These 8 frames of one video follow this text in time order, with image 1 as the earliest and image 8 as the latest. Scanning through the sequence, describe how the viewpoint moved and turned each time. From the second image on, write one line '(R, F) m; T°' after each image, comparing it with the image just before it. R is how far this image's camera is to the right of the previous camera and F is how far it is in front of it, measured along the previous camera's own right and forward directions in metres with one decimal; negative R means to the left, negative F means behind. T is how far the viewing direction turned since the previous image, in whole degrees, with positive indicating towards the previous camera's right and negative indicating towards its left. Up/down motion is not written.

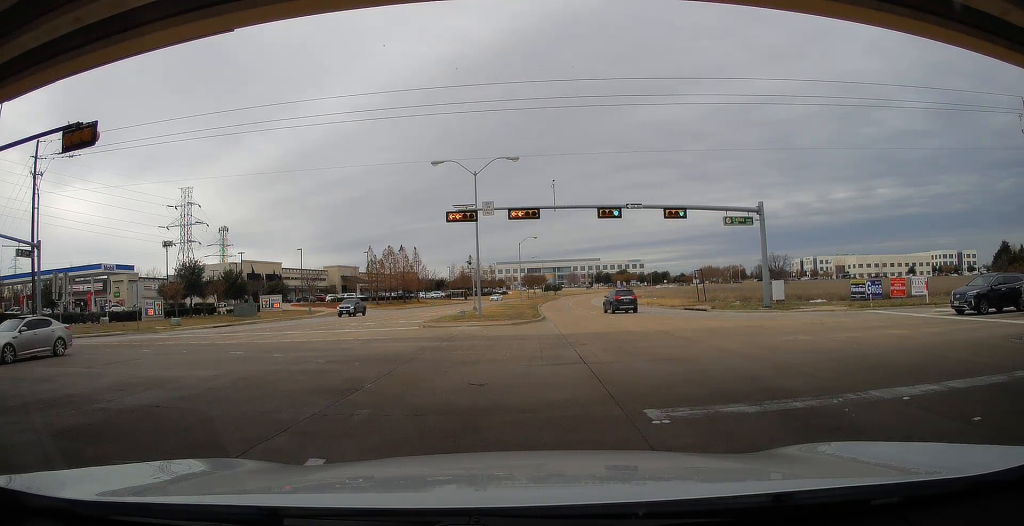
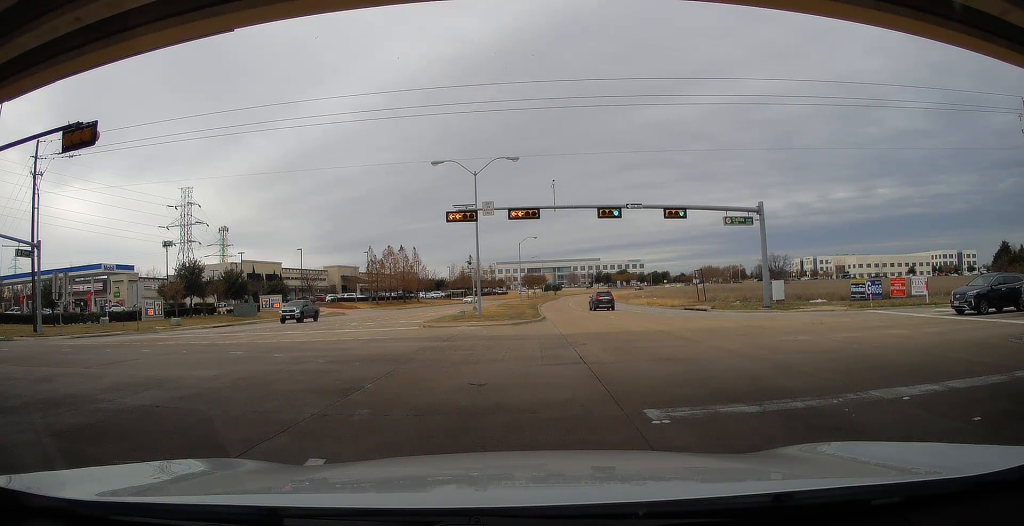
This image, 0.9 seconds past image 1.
(0.0, 0.0) m; 0°
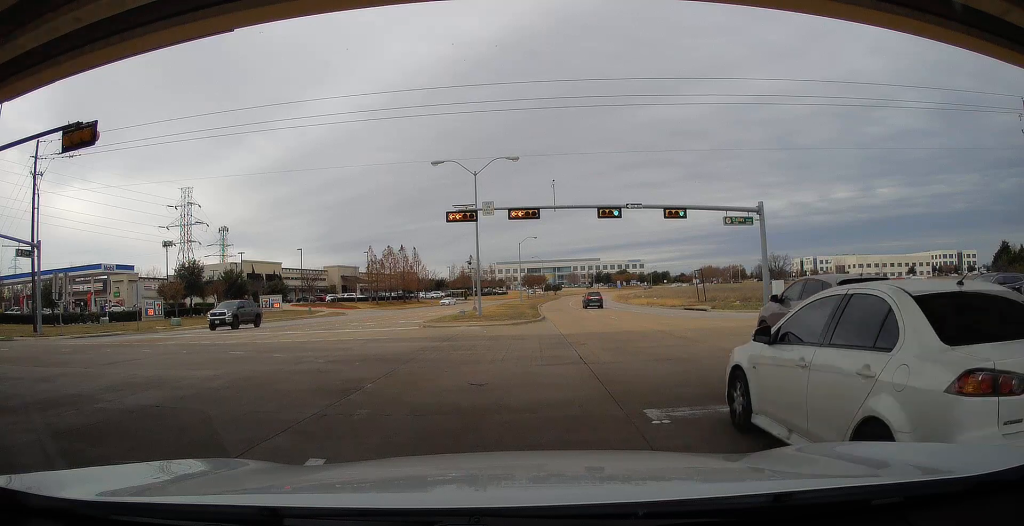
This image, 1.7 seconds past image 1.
(0.0, 0.0) m; 0°
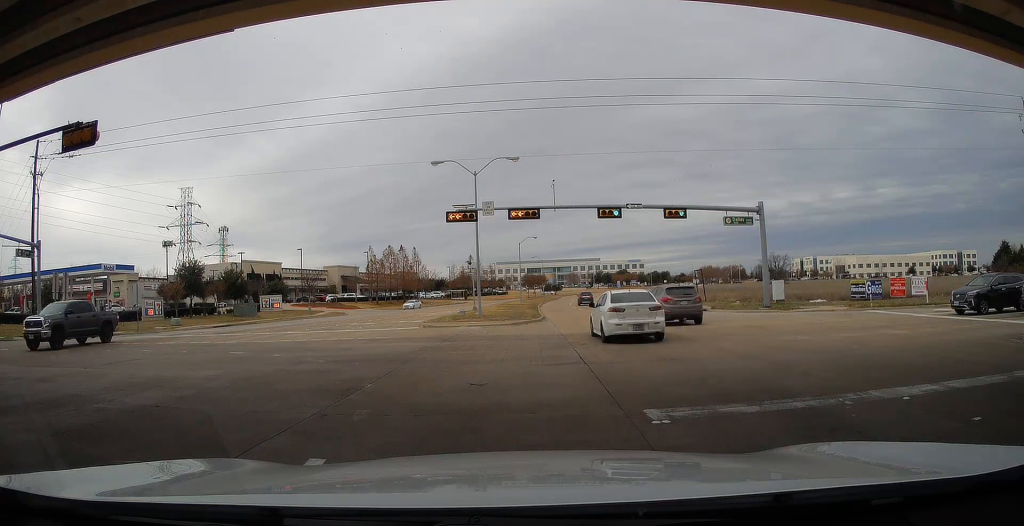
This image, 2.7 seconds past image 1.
(0.0, 0.0) m; 0°
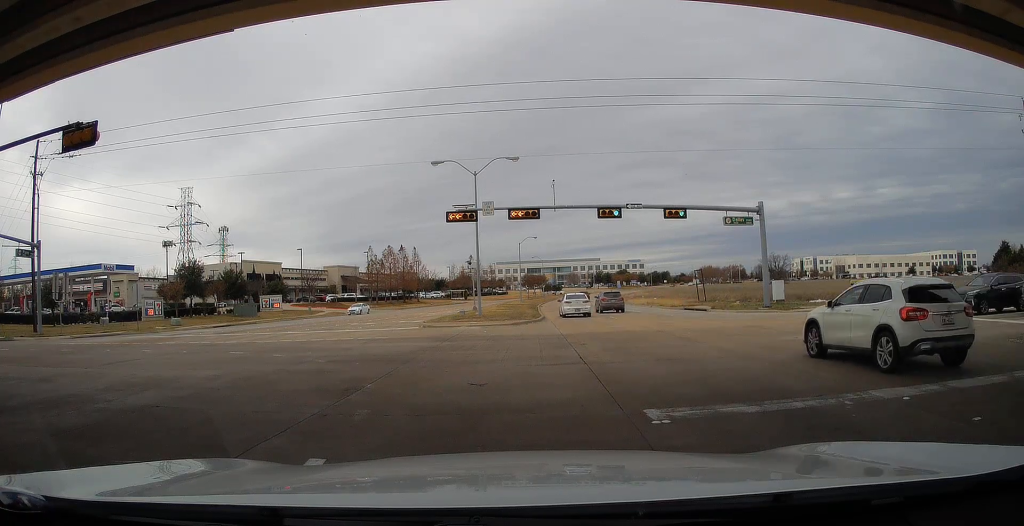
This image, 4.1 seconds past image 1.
(0.0, 0.0) m; 0°
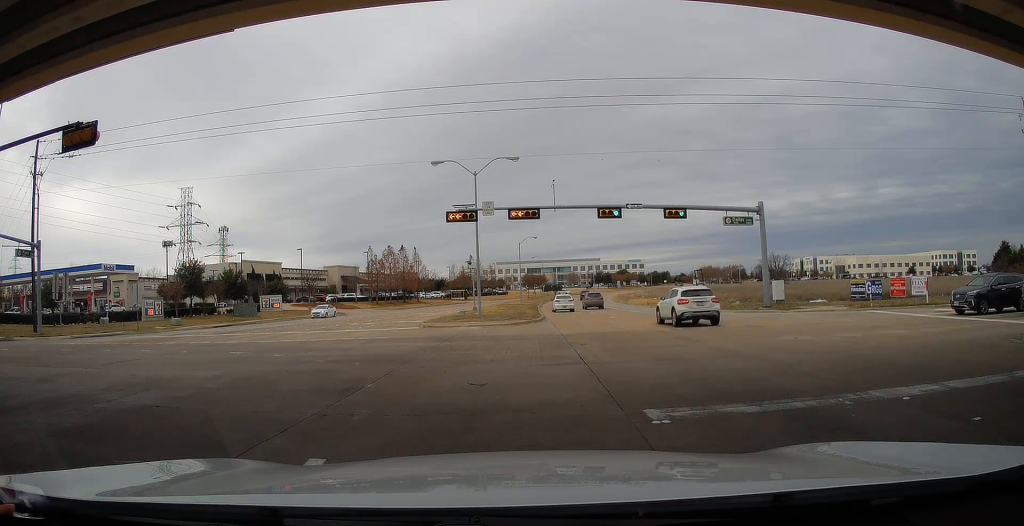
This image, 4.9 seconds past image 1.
(0.0, 0.0) m; 0°
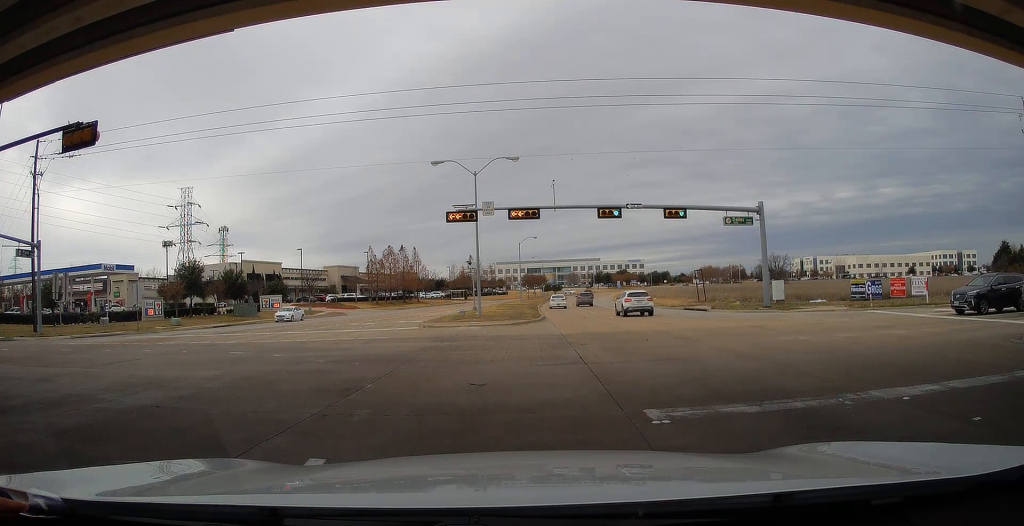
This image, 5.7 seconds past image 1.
(0.0, 0.0) m; 0°
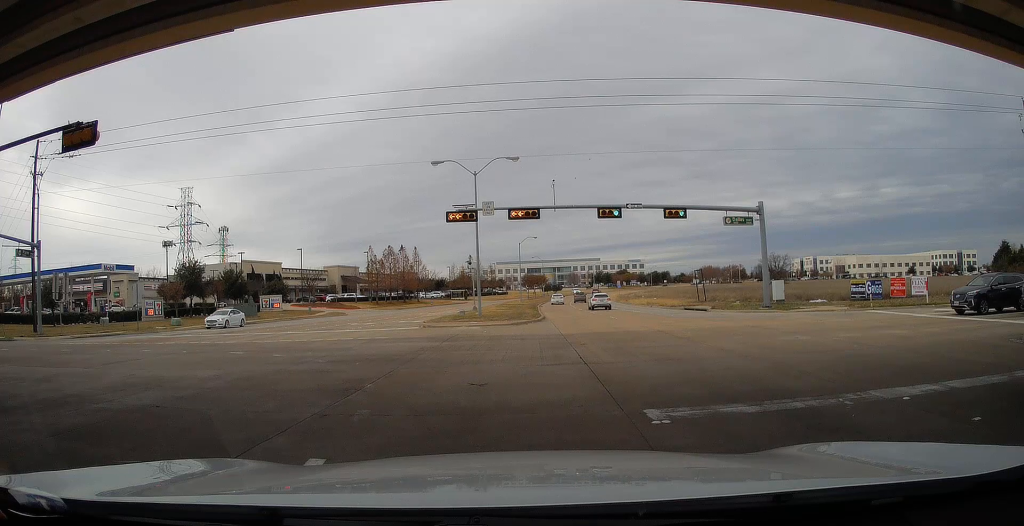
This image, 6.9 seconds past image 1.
(0.0, 0.0) m; 0°
